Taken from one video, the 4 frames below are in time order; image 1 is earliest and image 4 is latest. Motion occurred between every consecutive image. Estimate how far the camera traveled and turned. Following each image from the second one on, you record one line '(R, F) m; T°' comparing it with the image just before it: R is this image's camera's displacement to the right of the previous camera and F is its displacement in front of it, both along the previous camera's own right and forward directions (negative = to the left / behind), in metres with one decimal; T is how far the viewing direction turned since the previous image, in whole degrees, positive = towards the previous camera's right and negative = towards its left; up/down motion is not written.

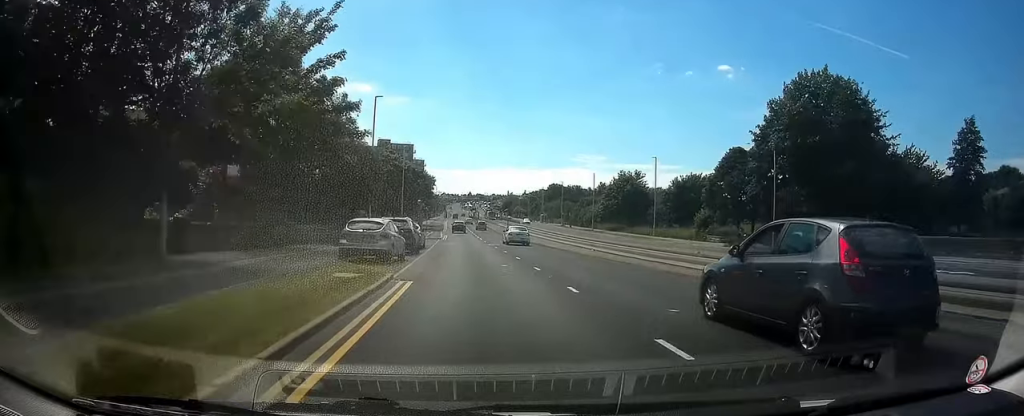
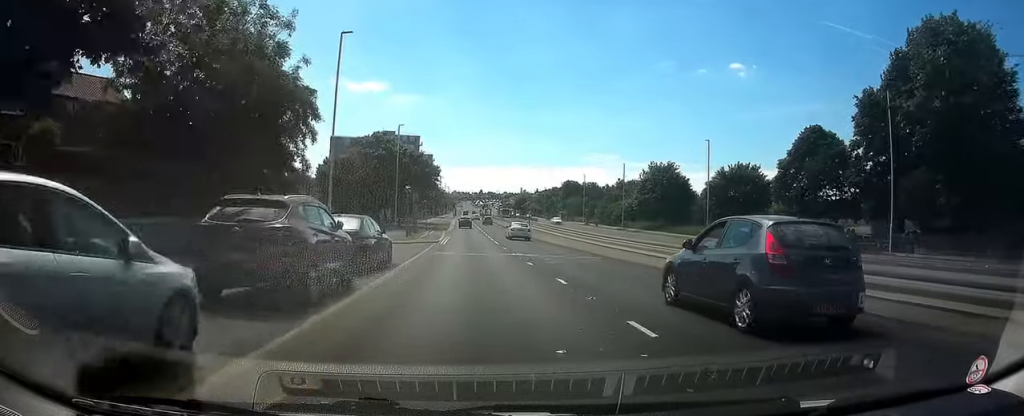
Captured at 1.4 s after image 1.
(-0.3, +17.3) m; -2°
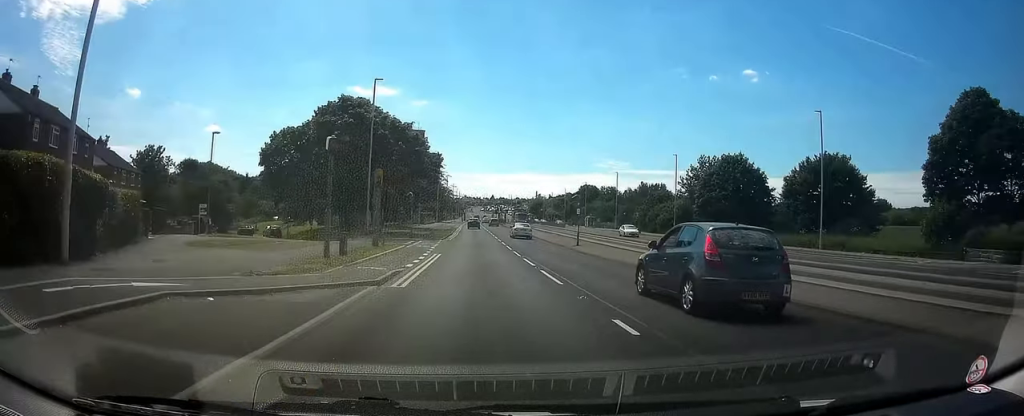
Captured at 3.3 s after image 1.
(-0.9, +24.0) m; -2°
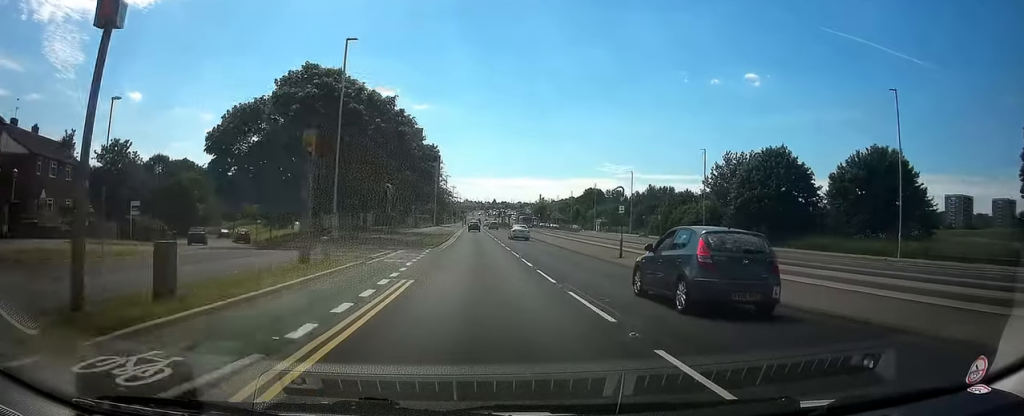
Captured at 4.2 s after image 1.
(+0.3, +10.9) m; +1°
